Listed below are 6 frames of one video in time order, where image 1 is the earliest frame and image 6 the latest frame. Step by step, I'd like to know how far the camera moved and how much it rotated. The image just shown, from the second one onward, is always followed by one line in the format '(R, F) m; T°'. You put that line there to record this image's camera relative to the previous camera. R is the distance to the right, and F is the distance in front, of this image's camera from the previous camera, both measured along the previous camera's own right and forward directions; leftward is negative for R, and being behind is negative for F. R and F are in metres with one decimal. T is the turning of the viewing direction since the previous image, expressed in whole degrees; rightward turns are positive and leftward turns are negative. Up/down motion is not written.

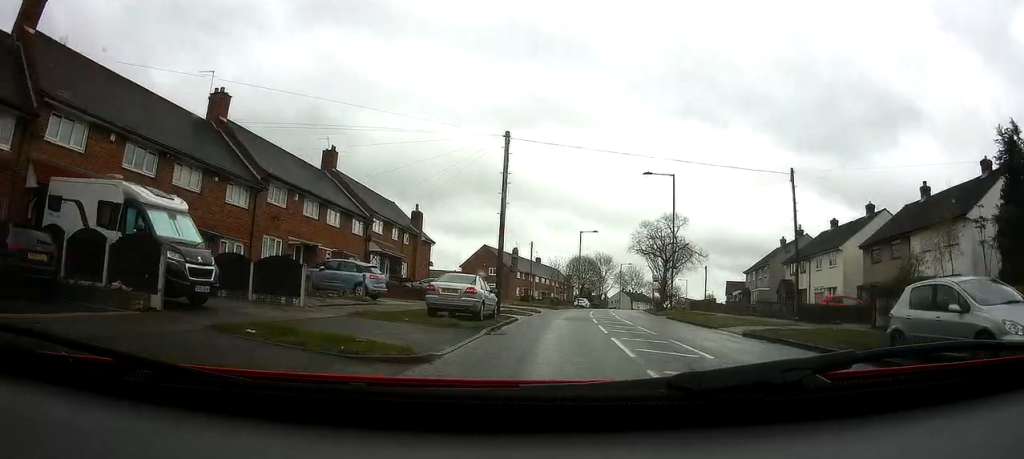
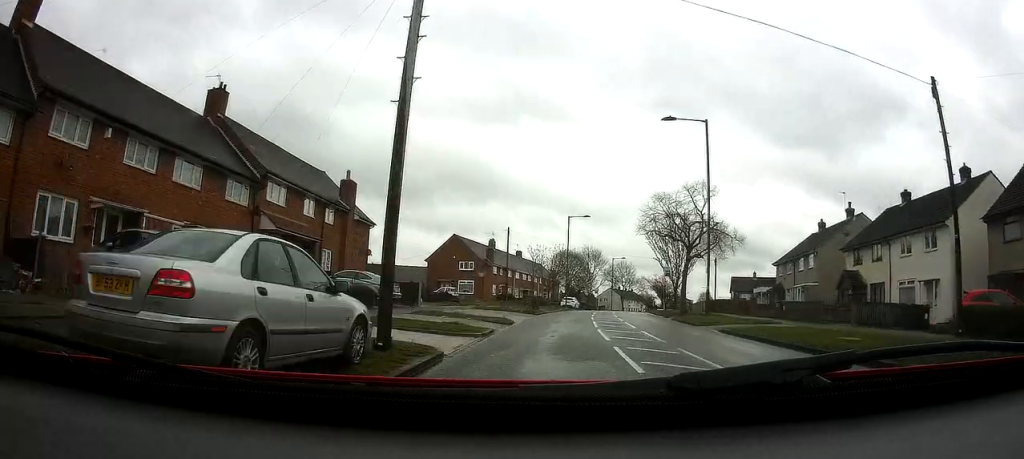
(+0.5, +13.3) m; +2°
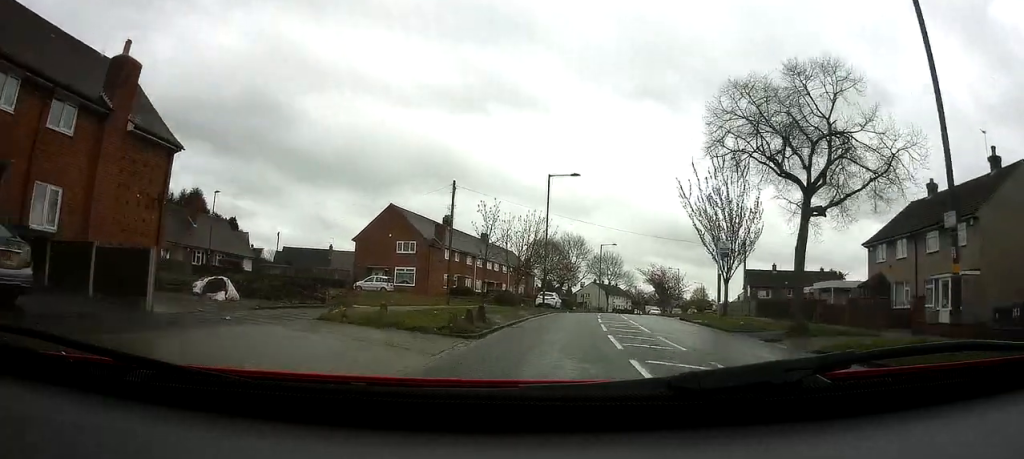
(+0.6, +19.6) m; +4°
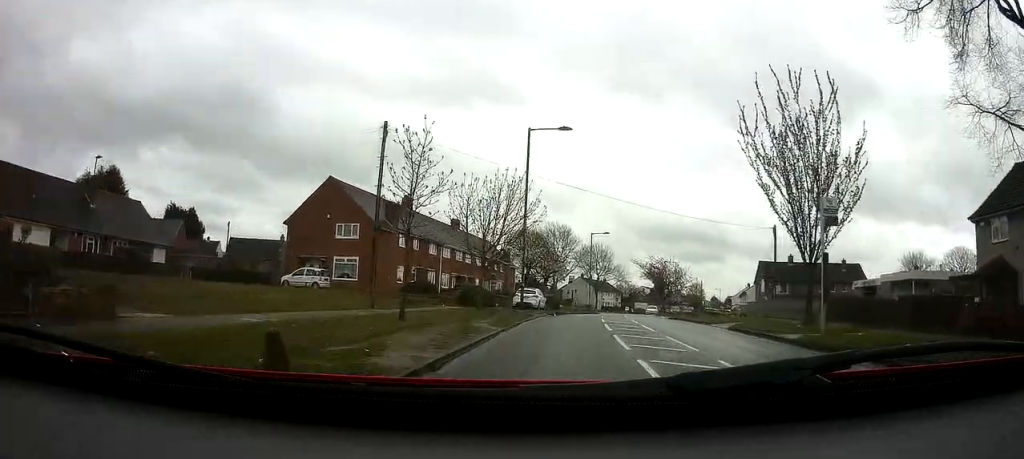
(+0.2, +11.7) m; 0°
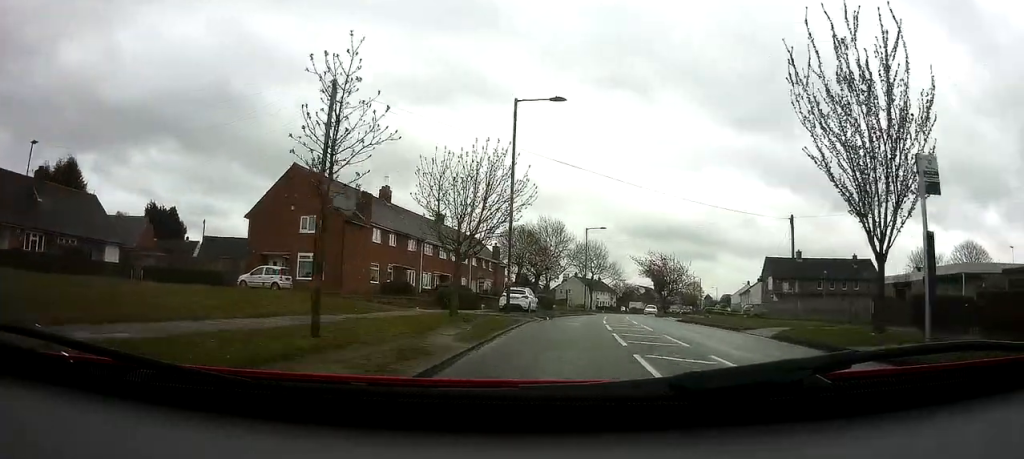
(-0.2, +5.0) m; 0°
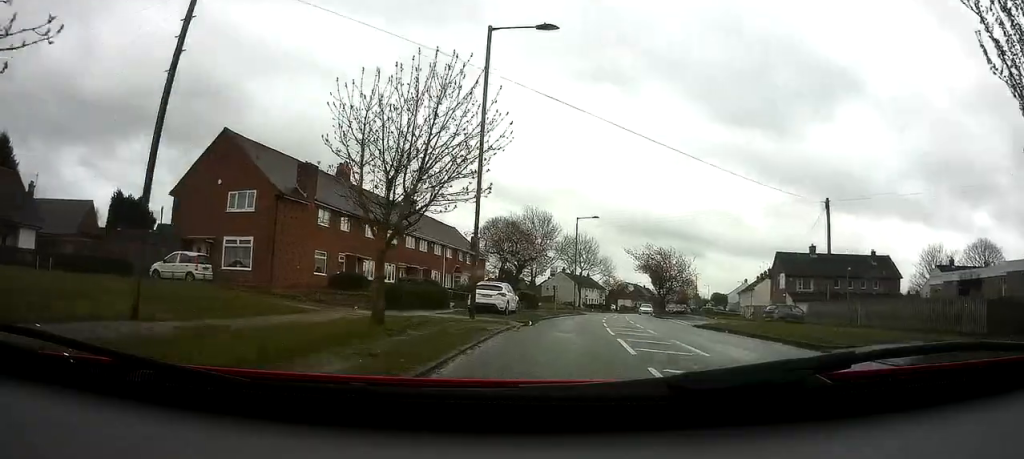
(+0.1, +7.6) m; +1°
